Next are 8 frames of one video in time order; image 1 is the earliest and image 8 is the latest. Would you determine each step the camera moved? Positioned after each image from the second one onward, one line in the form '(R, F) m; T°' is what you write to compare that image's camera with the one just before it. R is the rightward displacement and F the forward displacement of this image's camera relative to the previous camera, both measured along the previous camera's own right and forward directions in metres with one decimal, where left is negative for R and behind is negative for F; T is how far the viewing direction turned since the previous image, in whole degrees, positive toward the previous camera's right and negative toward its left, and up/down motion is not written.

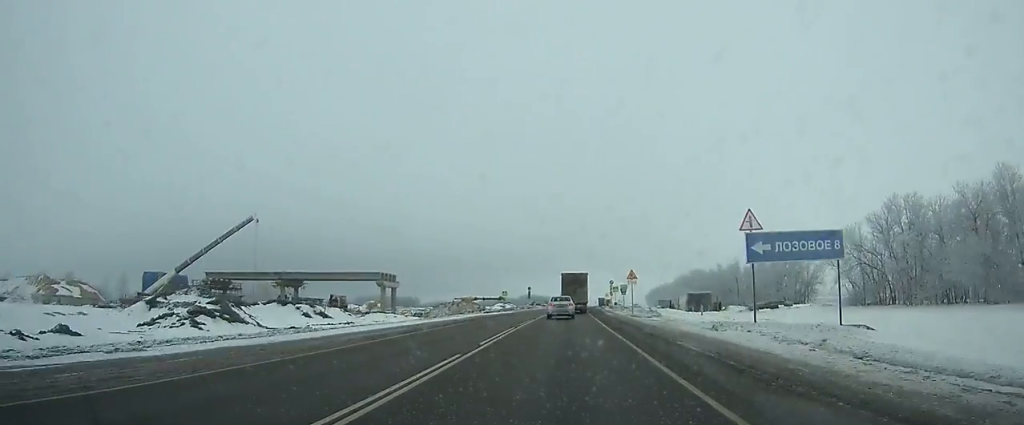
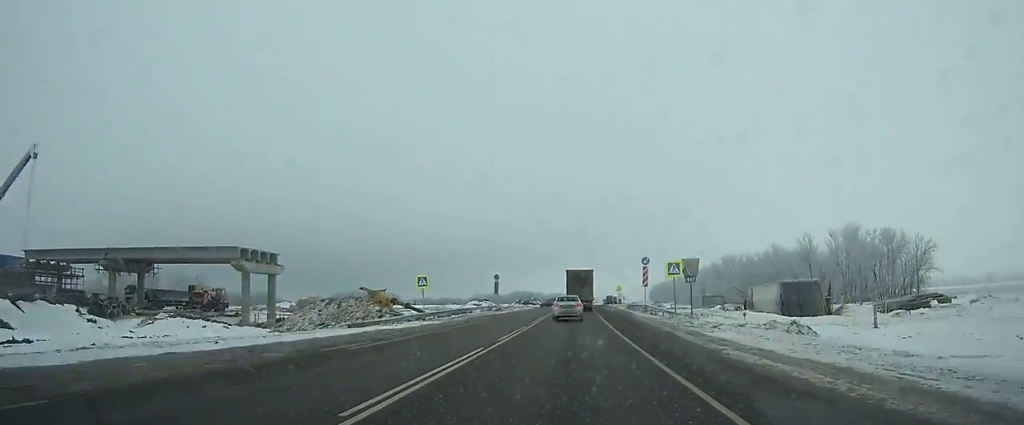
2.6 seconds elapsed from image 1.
(+0.3, +47.5) m; +1°
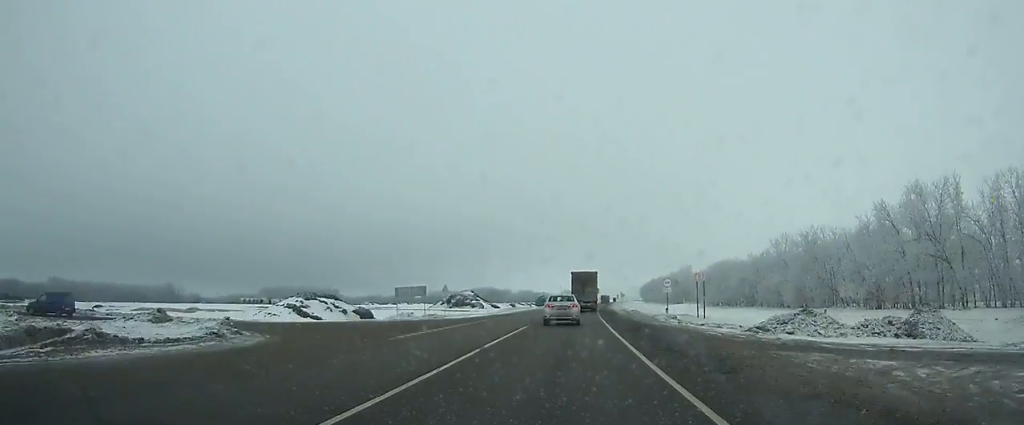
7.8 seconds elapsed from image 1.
(+2.3, +94.4) m; +3°
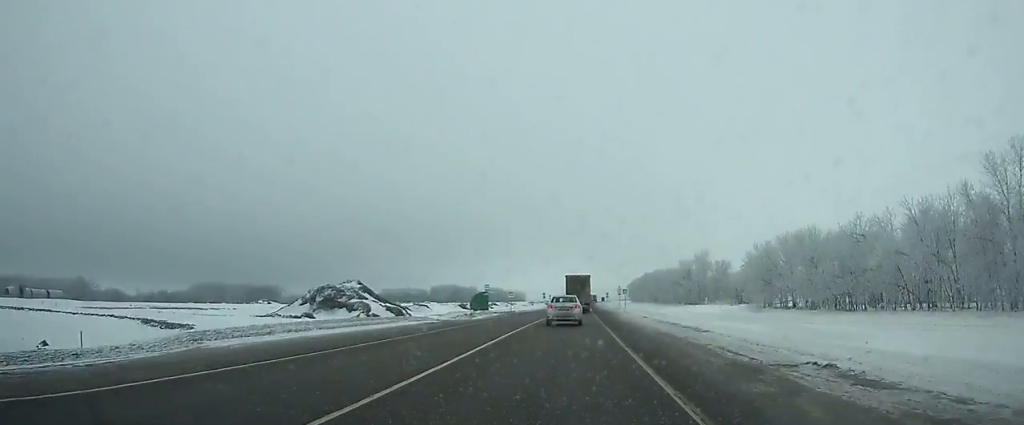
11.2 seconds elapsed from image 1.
(+1.2, +63.0) m; +2°
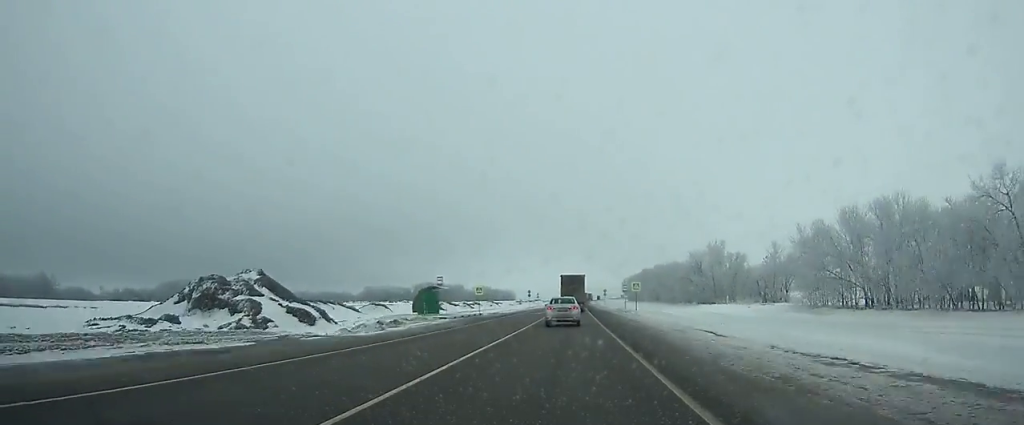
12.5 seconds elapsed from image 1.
(+0.1, +24.5) m; 0°
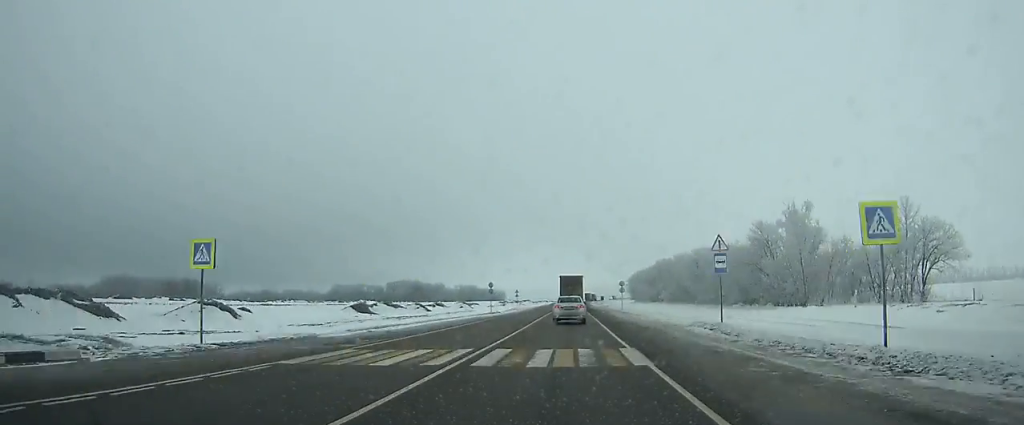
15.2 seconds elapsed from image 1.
(+0.3, +51.9) m; 0°
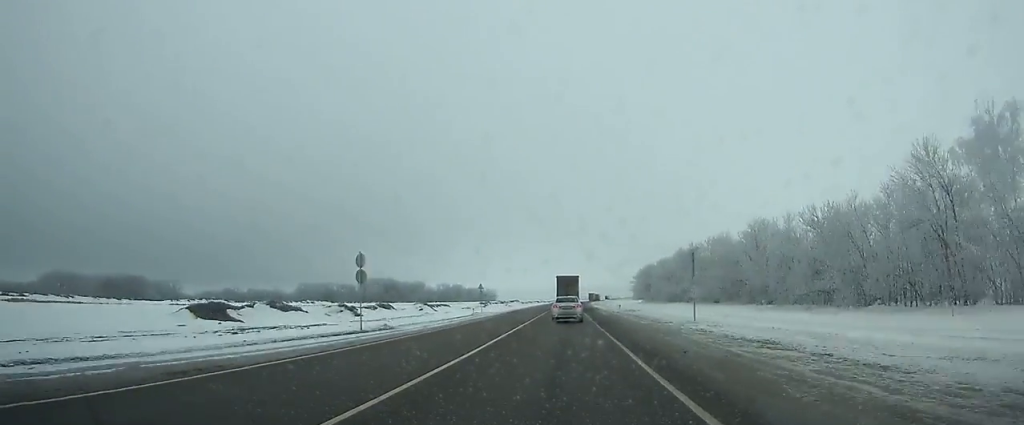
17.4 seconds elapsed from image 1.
(0.0, +43.2) m; 0°
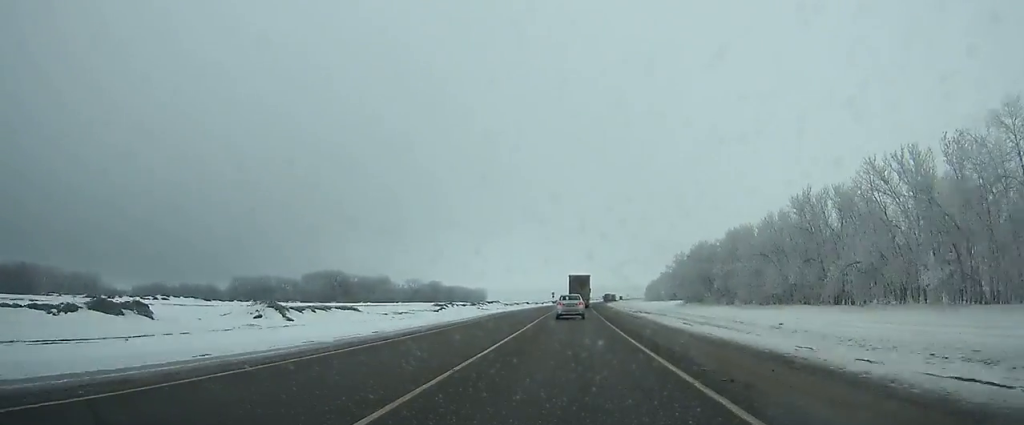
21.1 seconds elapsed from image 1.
(+0.4, +74.1) m; +1°
